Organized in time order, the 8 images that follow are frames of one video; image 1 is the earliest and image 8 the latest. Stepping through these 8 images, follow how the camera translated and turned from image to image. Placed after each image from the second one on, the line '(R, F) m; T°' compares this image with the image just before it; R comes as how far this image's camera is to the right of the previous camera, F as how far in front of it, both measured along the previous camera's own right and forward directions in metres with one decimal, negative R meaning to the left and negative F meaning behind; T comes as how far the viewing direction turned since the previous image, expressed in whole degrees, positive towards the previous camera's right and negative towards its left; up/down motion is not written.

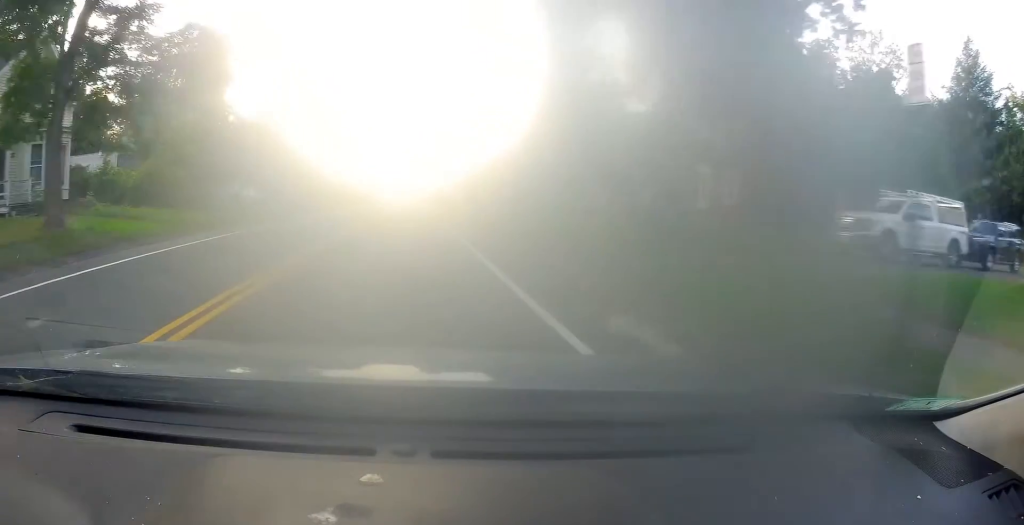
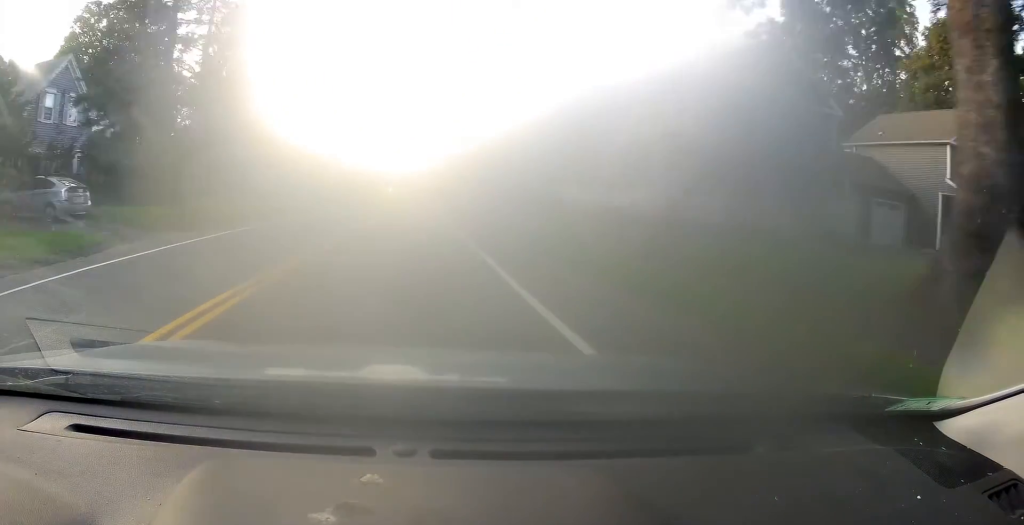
(+0.1, +23.7) m; +1°
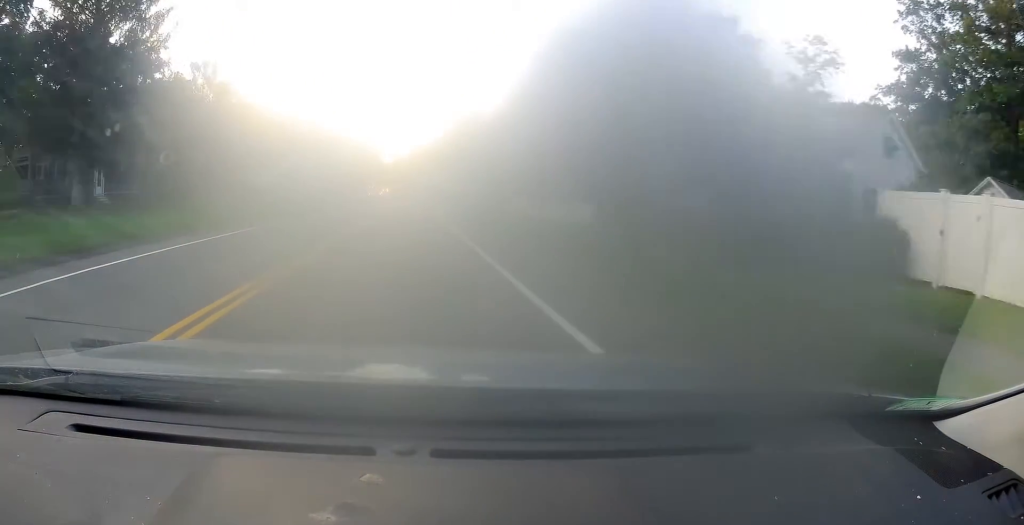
(0.0, +29.1) m; 0°
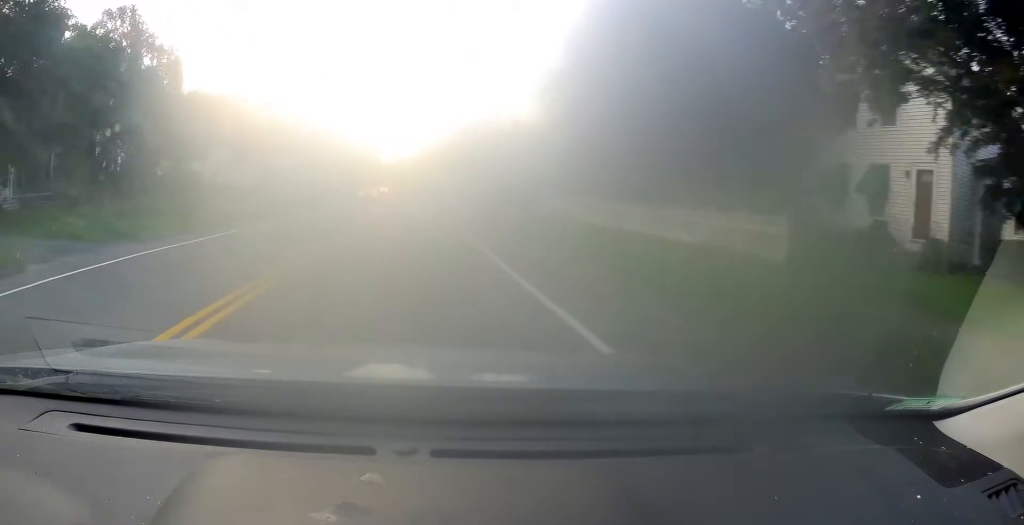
(0.0, +11.9) m; 0°
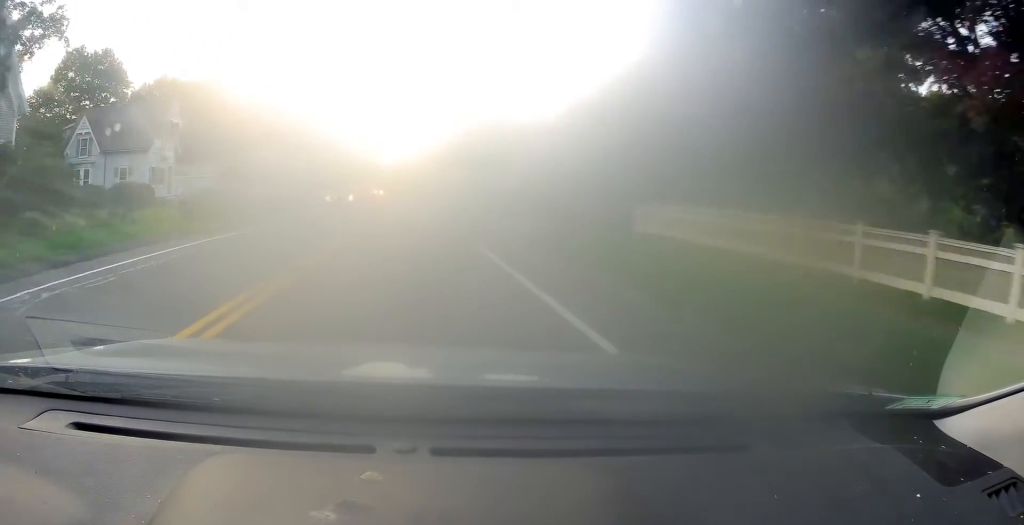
(+0.3, +14.1) m; -1°
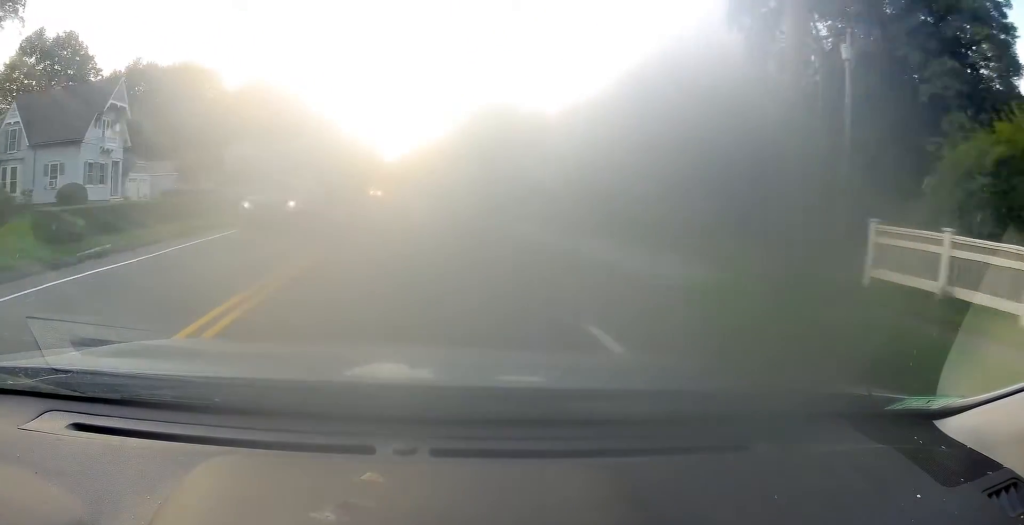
(-0.3, +10.5) m; -1°
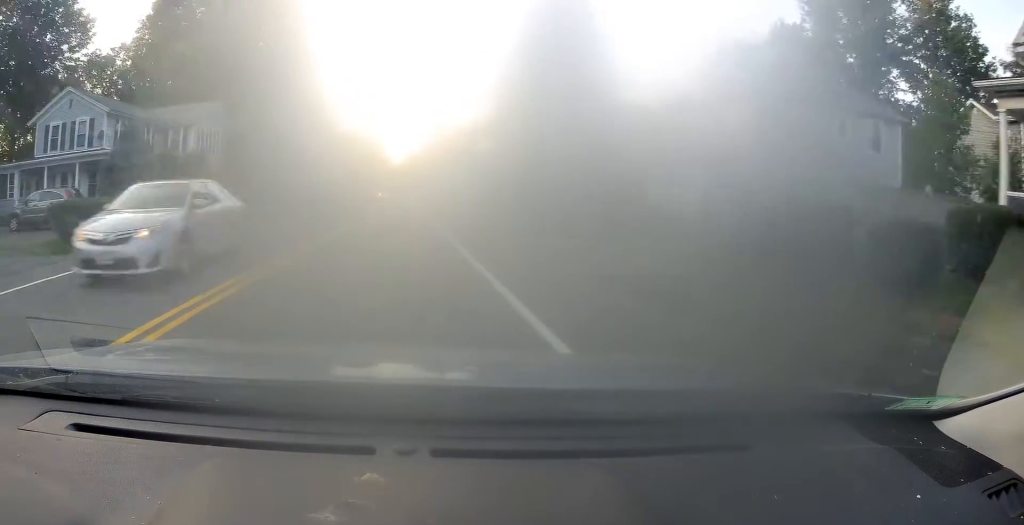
(-0.5, +42.6) m; 0°
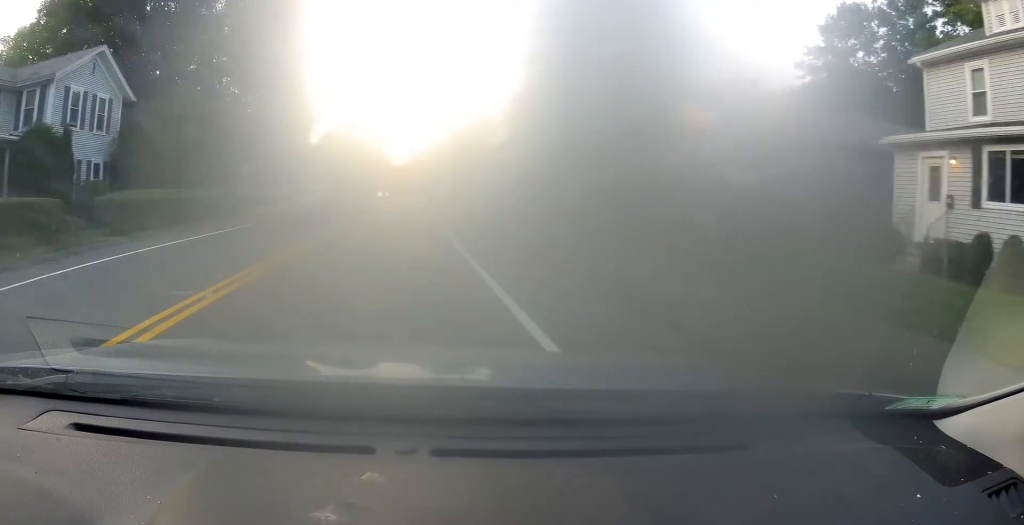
(0.0, +15.9) m; 0°
